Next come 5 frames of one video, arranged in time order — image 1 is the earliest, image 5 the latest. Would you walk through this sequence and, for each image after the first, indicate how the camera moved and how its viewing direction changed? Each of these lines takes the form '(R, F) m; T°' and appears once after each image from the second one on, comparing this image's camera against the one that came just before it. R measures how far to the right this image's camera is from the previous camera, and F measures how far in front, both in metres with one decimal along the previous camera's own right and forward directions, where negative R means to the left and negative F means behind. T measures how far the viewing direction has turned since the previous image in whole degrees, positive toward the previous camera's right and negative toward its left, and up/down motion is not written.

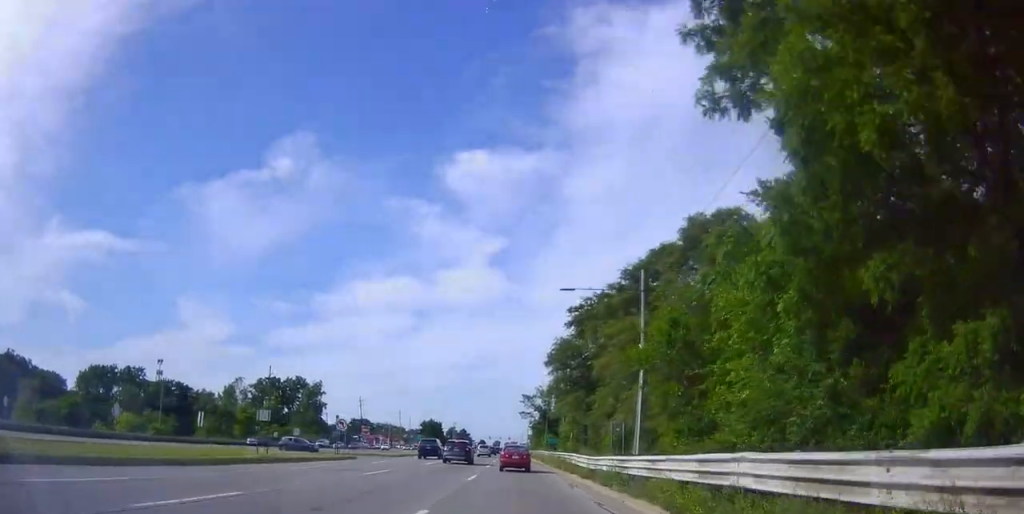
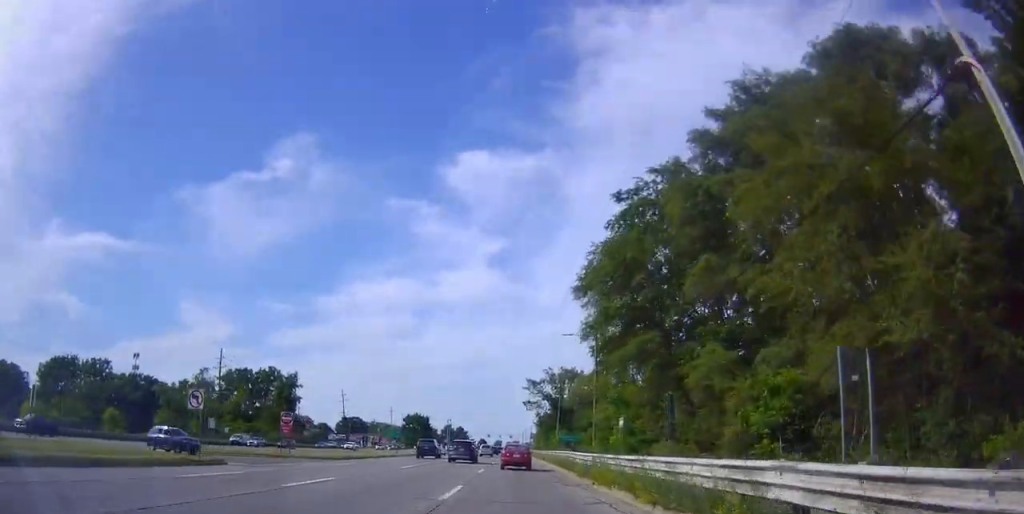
(-0.5, +24.3) m; 0°
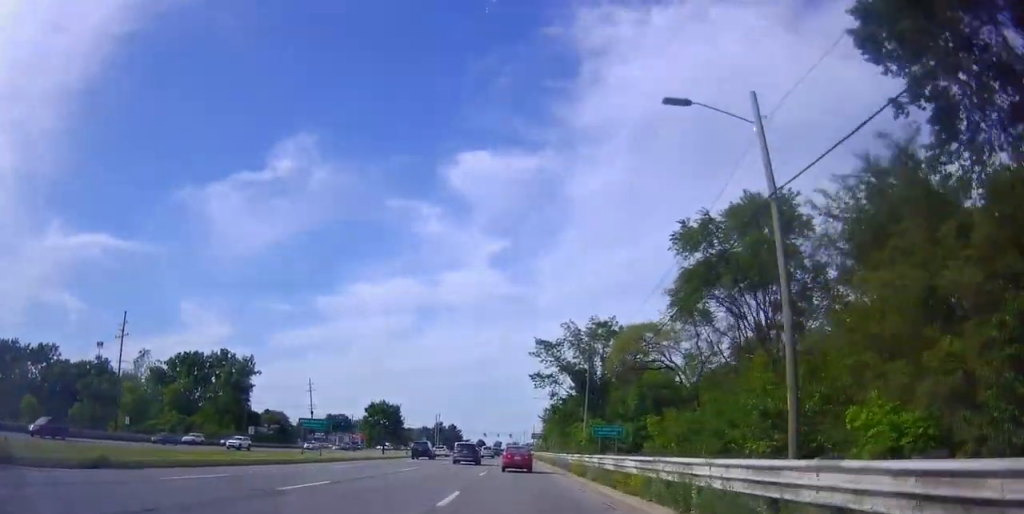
(+0.6, +30.7) m; -1°
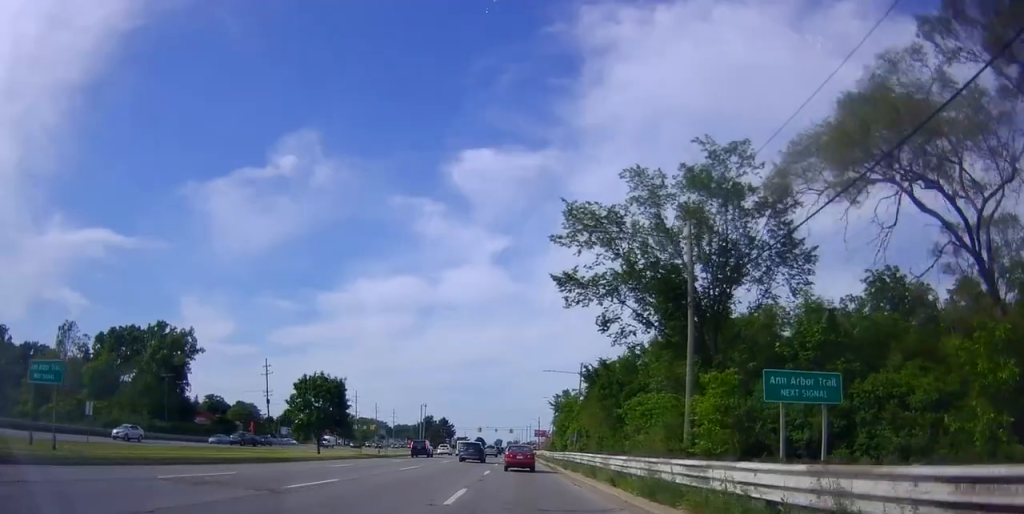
(-0.7, +29.9) m; -1°
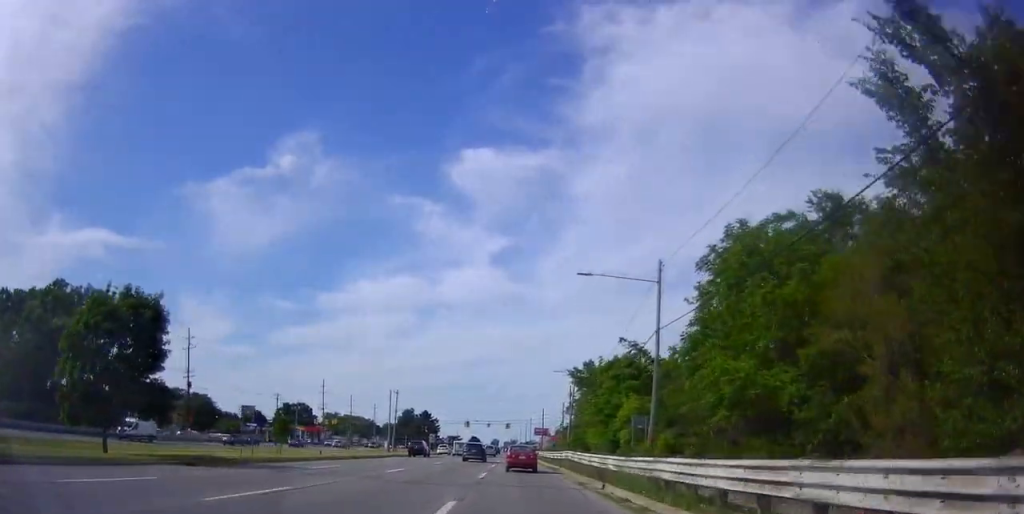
(+0.9, +33.1) m; +3°
